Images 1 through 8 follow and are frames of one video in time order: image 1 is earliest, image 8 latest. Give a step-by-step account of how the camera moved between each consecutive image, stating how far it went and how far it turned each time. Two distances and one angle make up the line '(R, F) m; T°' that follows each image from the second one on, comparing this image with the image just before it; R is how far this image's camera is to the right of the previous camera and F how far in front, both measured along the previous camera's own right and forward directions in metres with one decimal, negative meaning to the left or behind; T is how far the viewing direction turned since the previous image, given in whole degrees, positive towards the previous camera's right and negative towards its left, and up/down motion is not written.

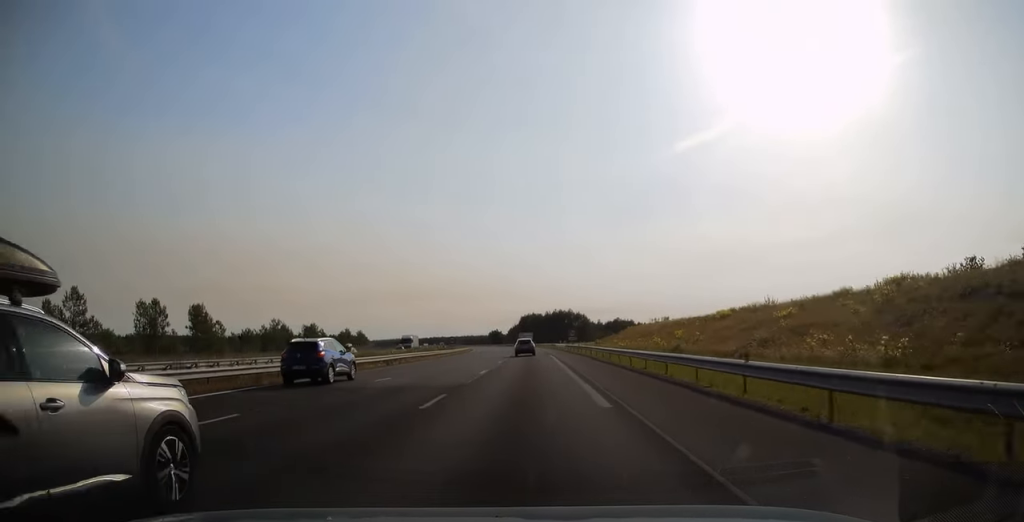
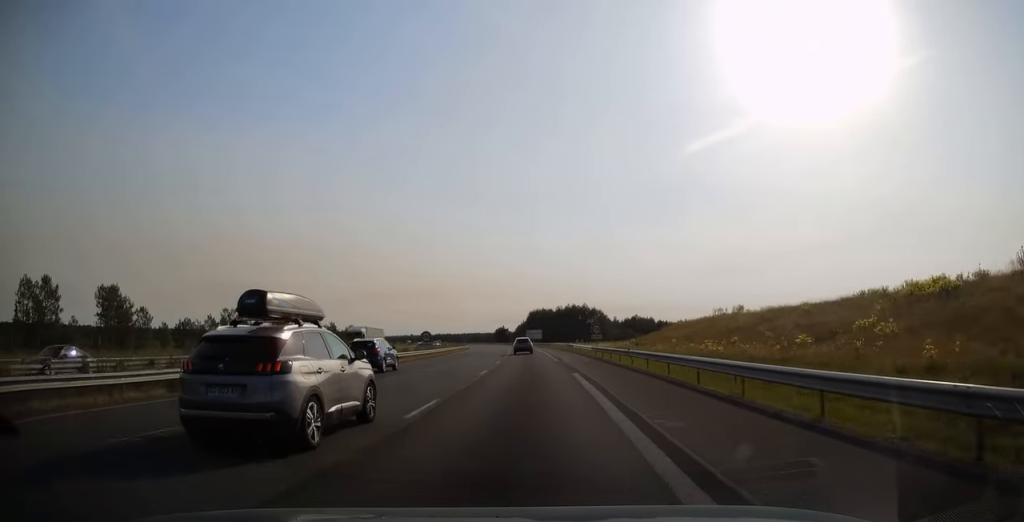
(-0.2, +27.6) m; -1°
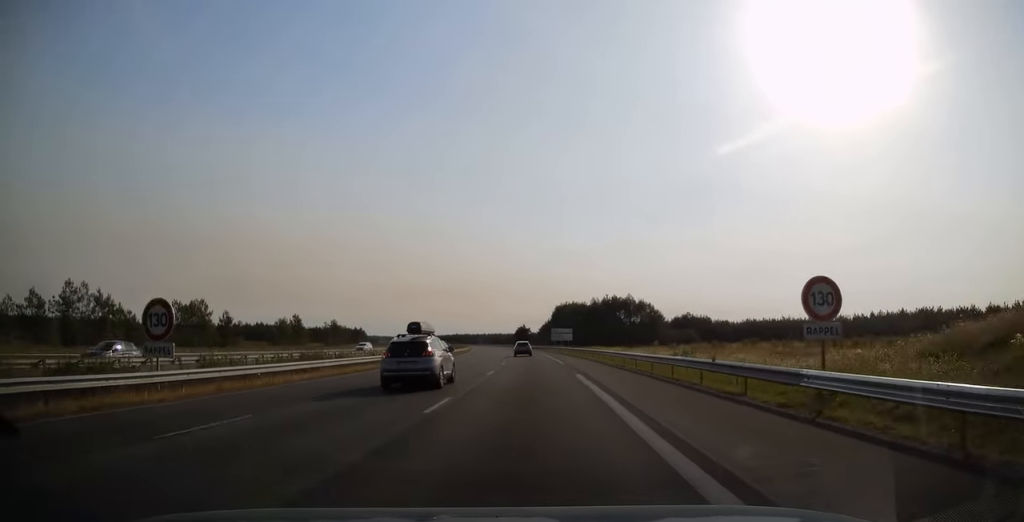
(-0.9, +51.1) m; -2°
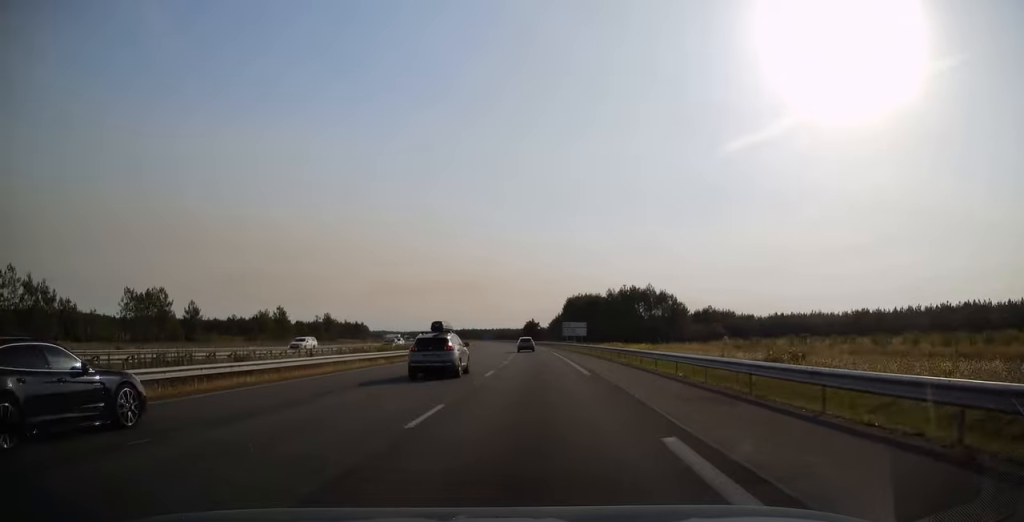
(0.0, +15.7) m; -1°
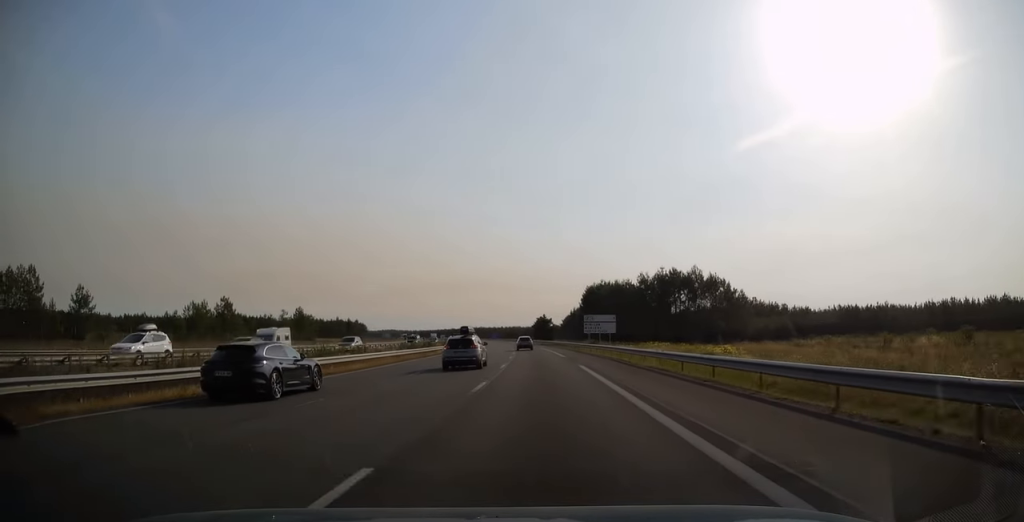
(-0.5, +32.1) m; -2°
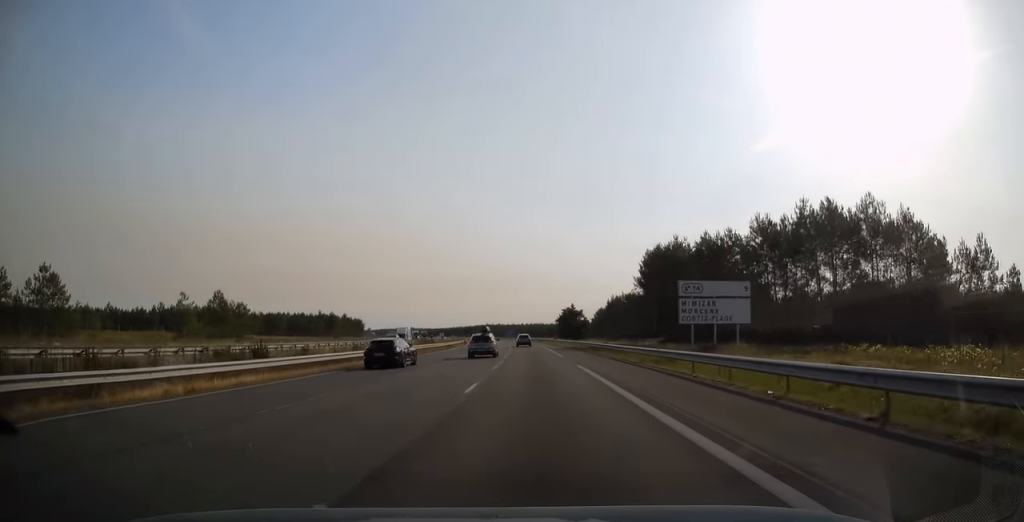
(-1.0, +53.8) m; -2°
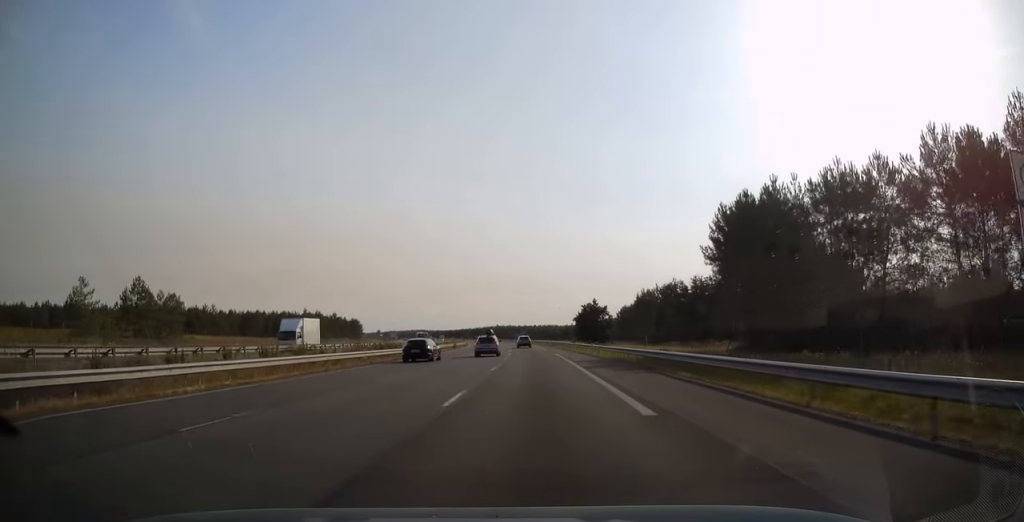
(-0.4, +29.2) m; -1°
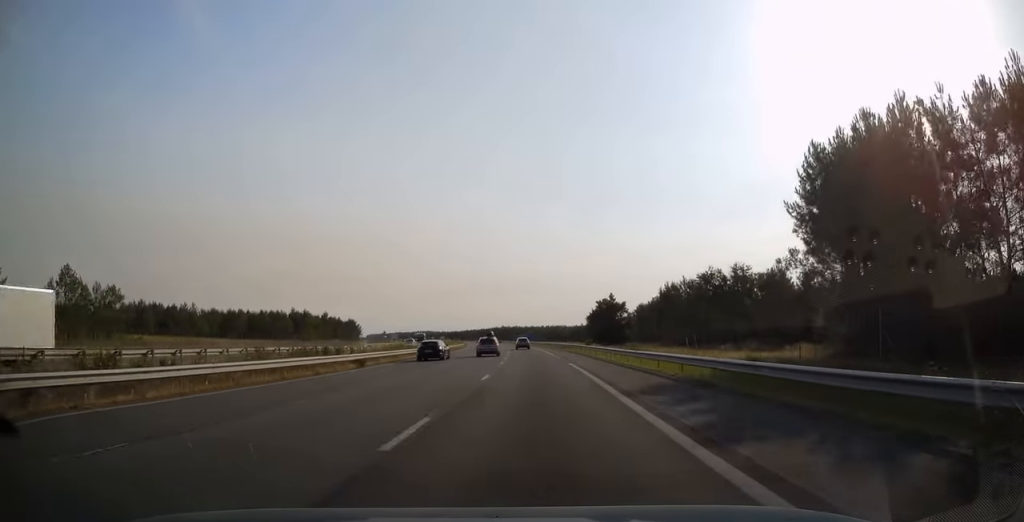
(-0.1, +17.8) m; -1°
